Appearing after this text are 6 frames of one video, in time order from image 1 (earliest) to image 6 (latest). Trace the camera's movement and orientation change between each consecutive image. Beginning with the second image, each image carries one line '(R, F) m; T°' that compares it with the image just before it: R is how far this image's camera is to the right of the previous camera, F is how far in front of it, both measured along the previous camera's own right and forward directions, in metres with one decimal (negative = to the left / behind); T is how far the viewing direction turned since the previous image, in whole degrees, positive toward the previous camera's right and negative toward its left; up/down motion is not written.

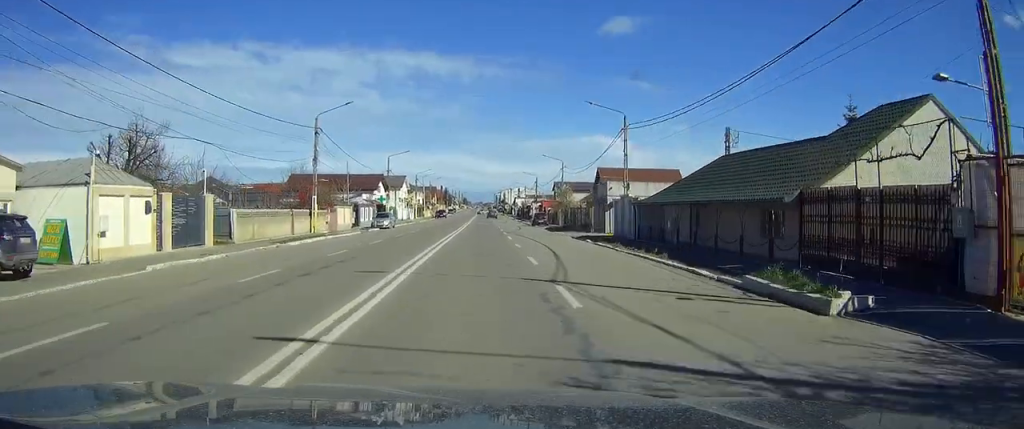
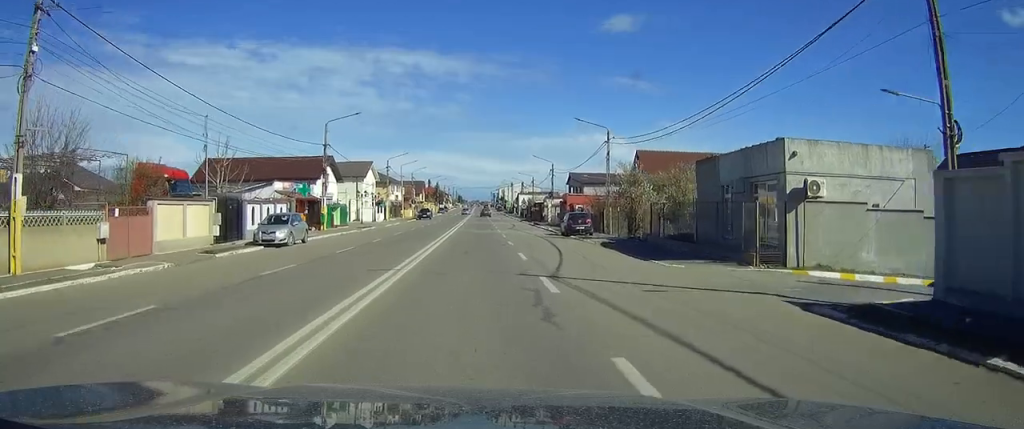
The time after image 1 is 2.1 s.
(+0.2, +34.9) m; +1°
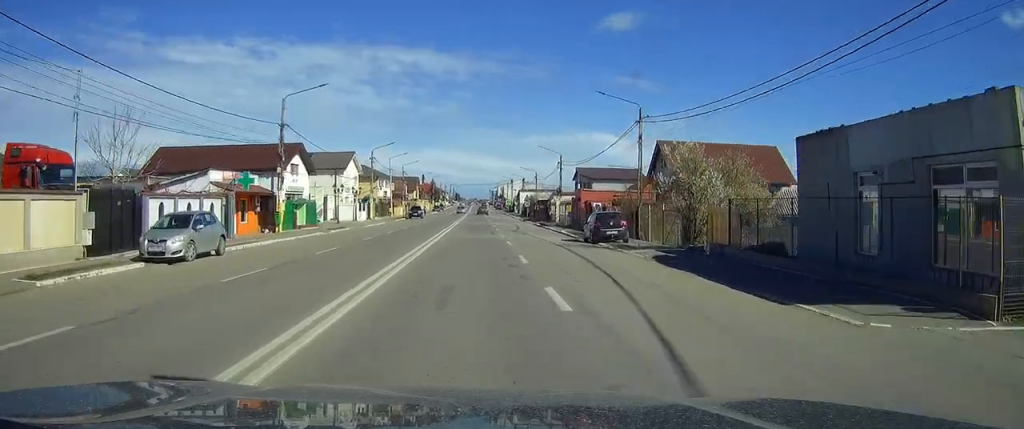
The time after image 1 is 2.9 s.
(0.0, +12.2) m; 0°
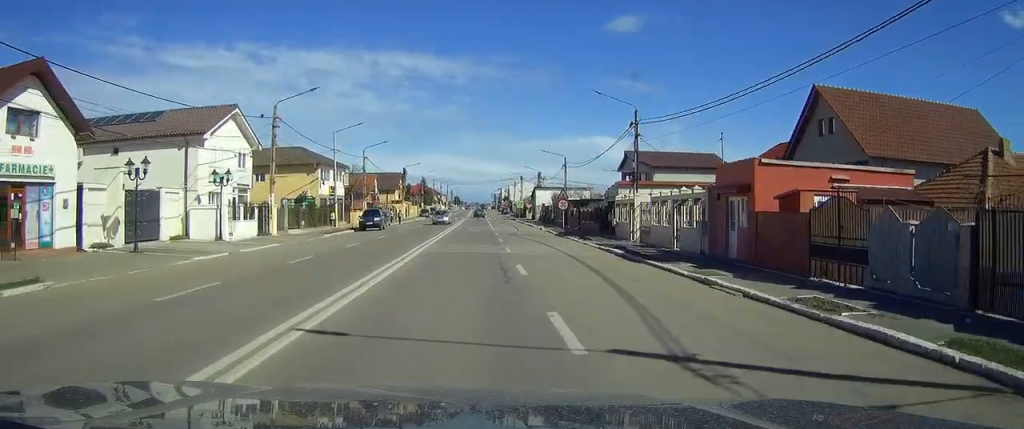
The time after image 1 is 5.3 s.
(+0.1, +40.3) m; 0°
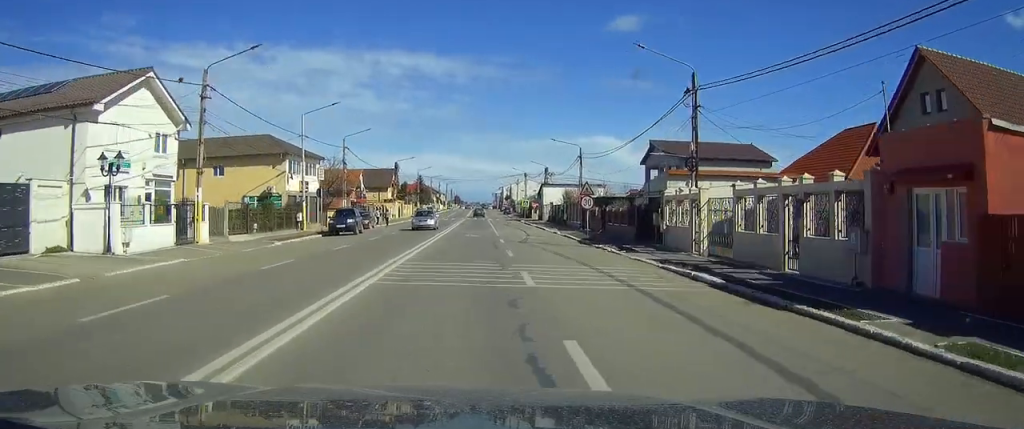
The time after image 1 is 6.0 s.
(0.0, +11.8) m; 0°
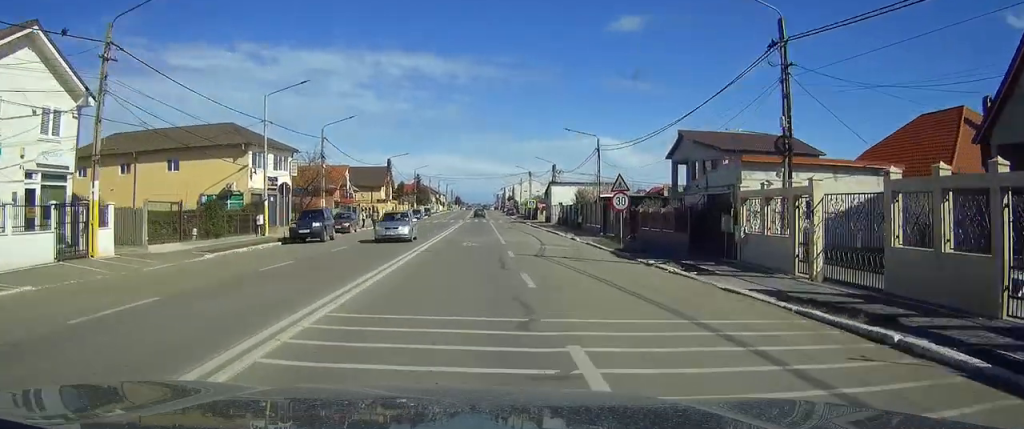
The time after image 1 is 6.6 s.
(0.0, +9.5) m; 0°
